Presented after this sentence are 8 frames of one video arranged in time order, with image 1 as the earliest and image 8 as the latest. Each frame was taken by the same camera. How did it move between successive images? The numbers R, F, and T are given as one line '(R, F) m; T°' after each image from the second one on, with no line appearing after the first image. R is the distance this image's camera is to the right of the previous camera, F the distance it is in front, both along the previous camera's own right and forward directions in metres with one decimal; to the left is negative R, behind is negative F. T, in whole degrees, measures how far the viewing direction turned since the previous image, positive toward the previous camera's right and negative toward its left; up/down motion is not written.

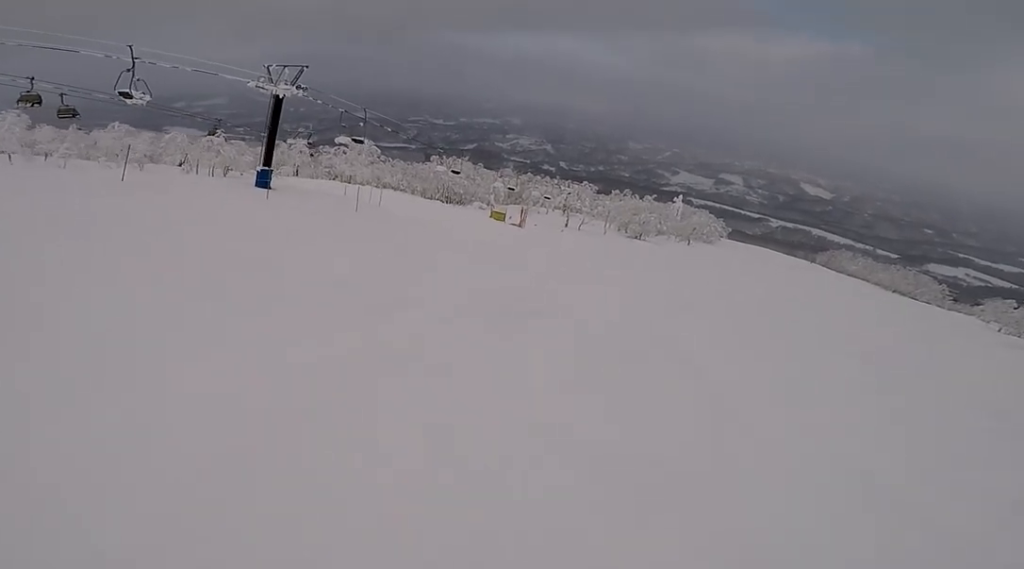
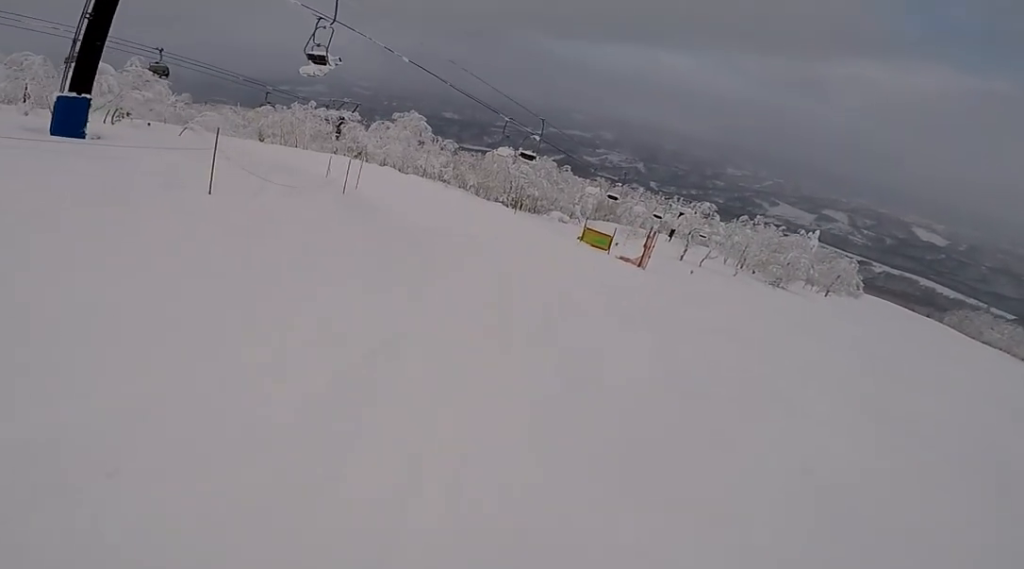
(-4.9, +20.5) m; -21°
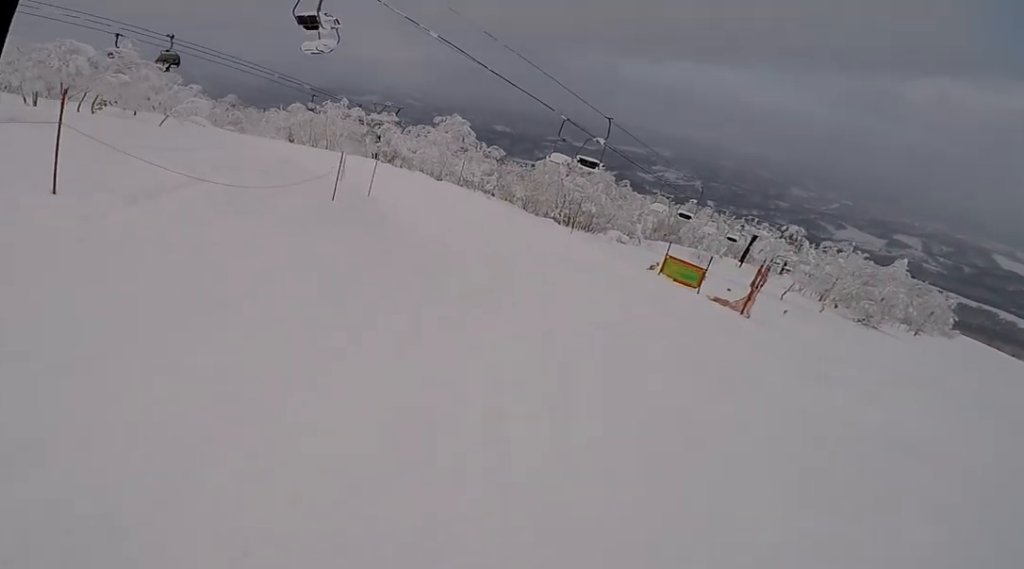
(+0.4, +4.8) m; -4°
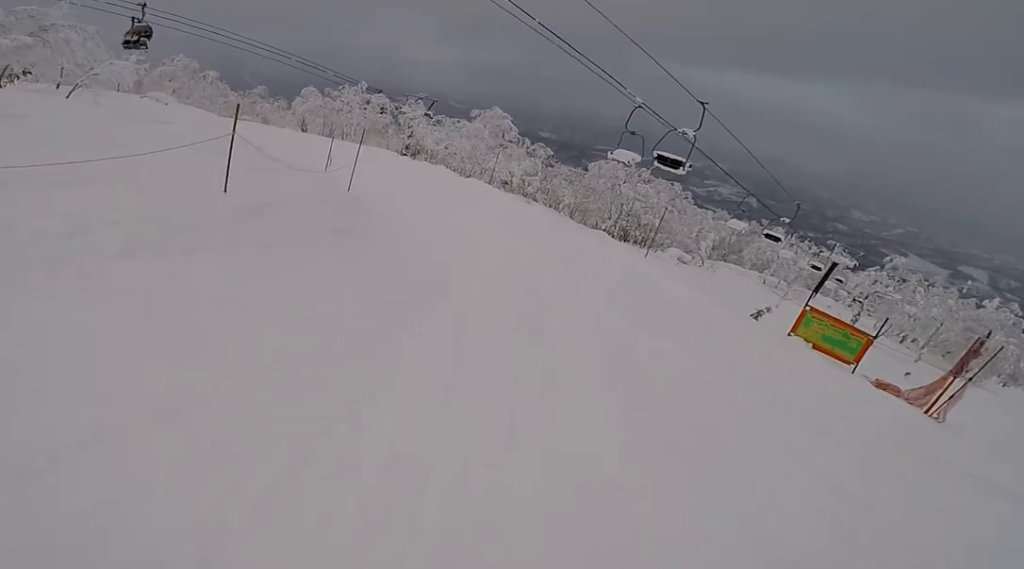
(-0.3, +5.4) m; -10°
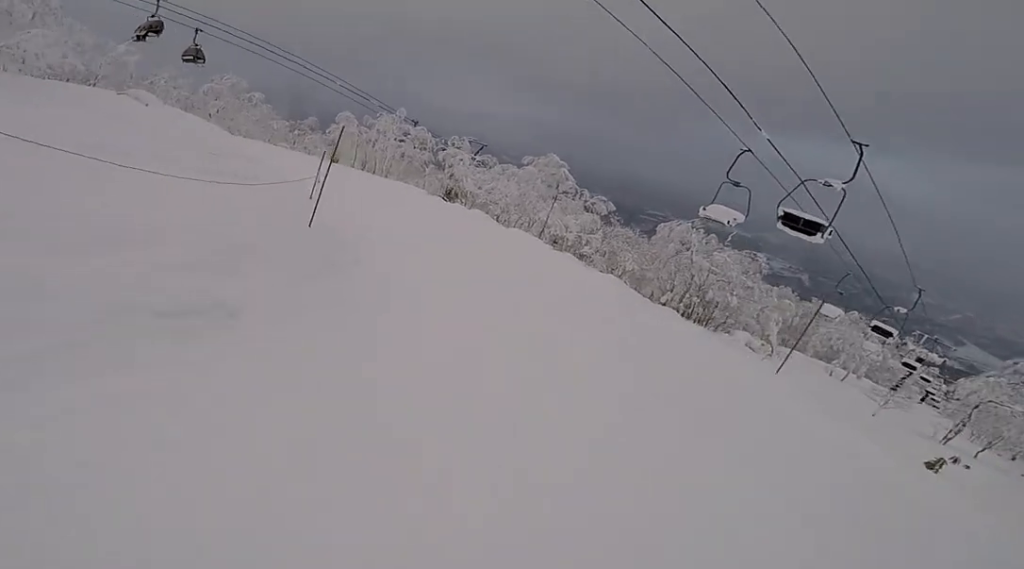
(-0.2, +4.7) m; -12°
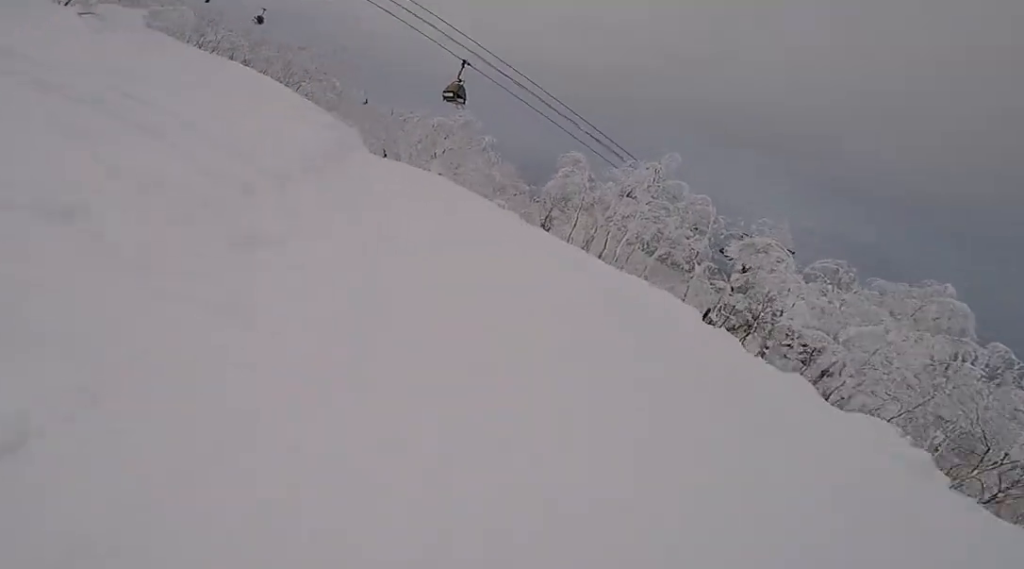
(-2.5, +10.5) m; -17°
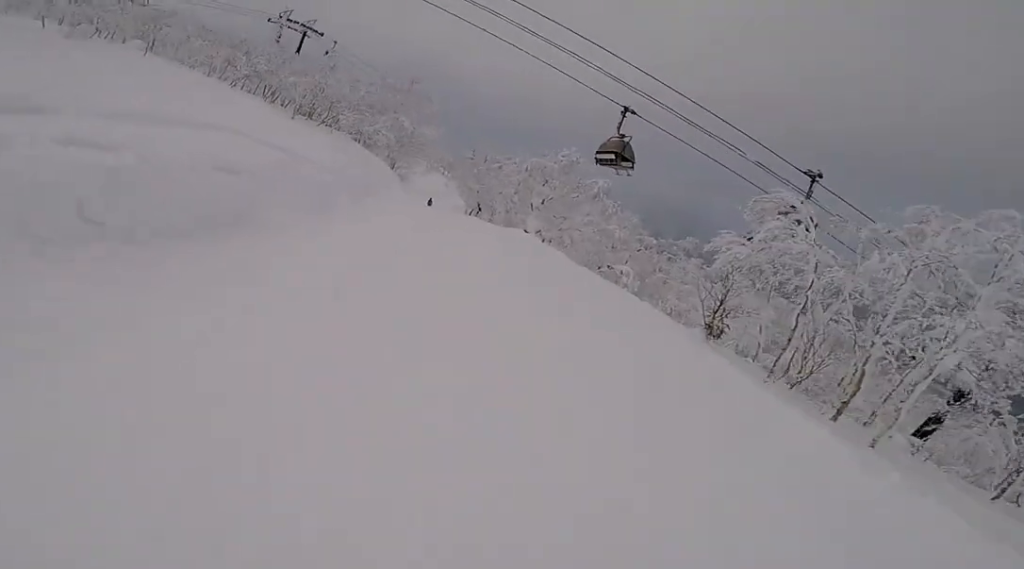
(-0.3, +9.1) m; -9°
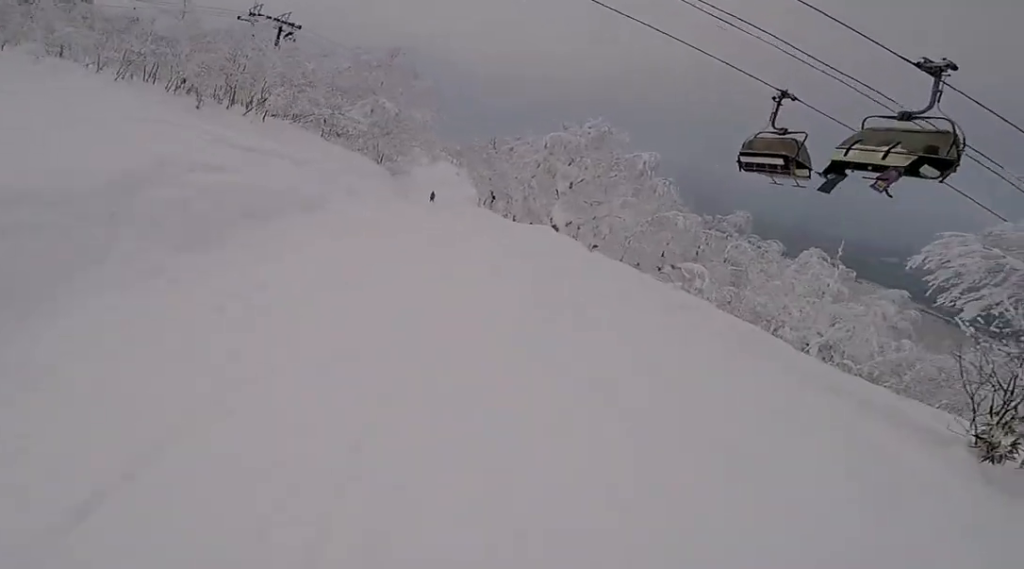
(-1.0, +7.0) m; -5°
